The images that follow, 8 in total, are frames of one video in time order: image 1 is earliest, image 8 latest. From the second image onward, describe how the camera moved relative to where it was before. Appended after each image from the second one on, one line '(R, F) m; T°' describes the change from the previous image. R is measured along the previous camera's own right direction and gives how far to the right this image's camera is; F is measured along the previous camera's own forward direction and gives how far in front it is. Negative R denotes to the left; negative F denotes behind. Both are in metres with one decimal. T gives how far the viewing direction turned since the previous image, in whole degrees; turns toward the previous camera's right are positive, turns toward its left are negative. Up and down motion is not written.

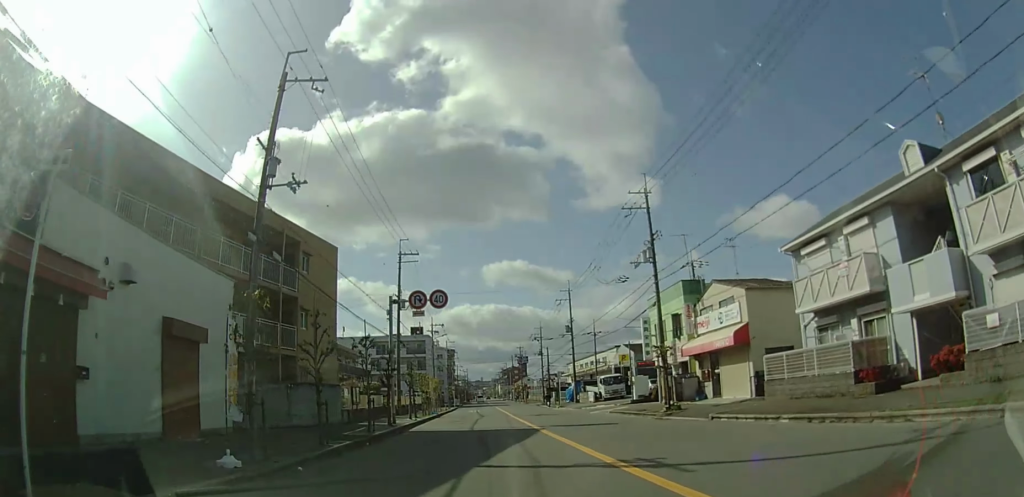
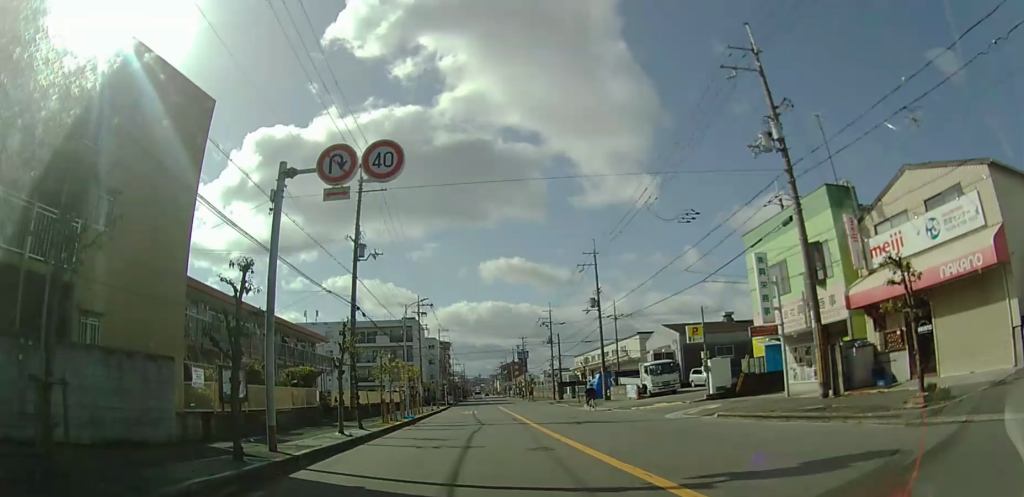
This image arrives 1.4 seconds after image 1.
(-0.4, +19.1) m; -1°
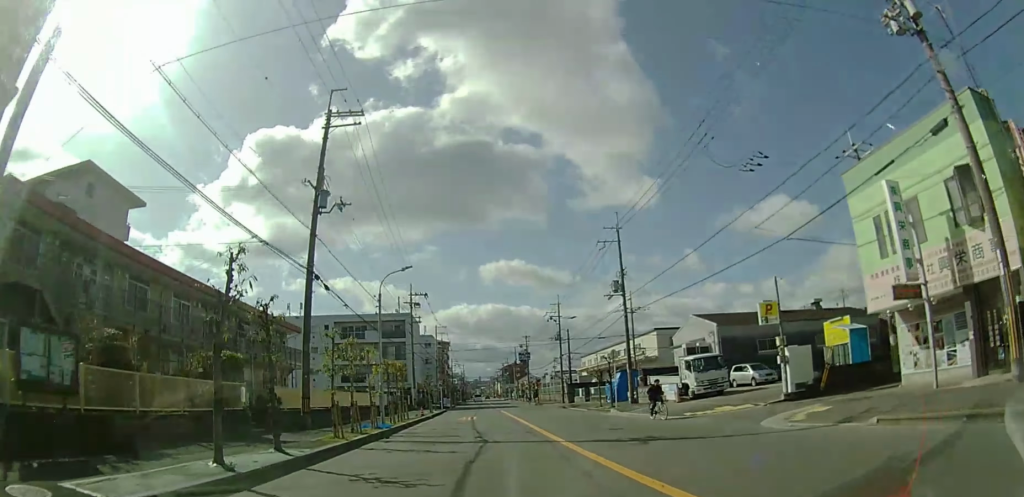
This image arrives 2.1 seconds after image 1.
(0.0, +9.8) m; +1°
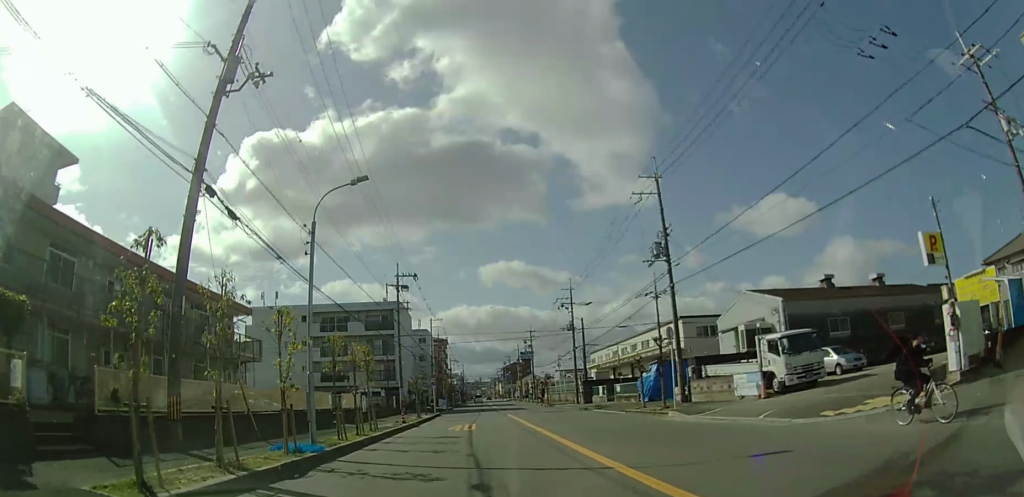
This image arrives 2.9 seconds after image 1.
(+0.2, +13.1) m; +1°
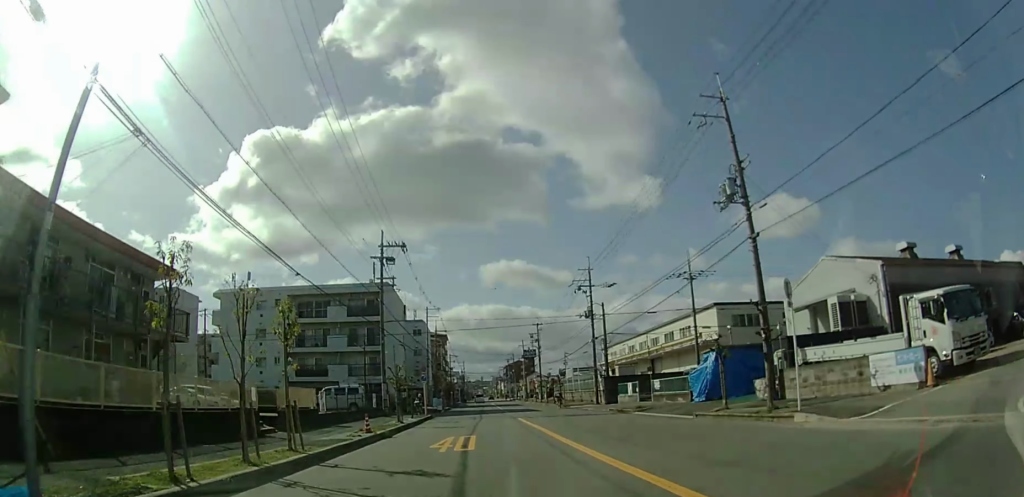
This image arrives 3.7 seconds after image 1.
(+0.1, +14.2) m; +1°
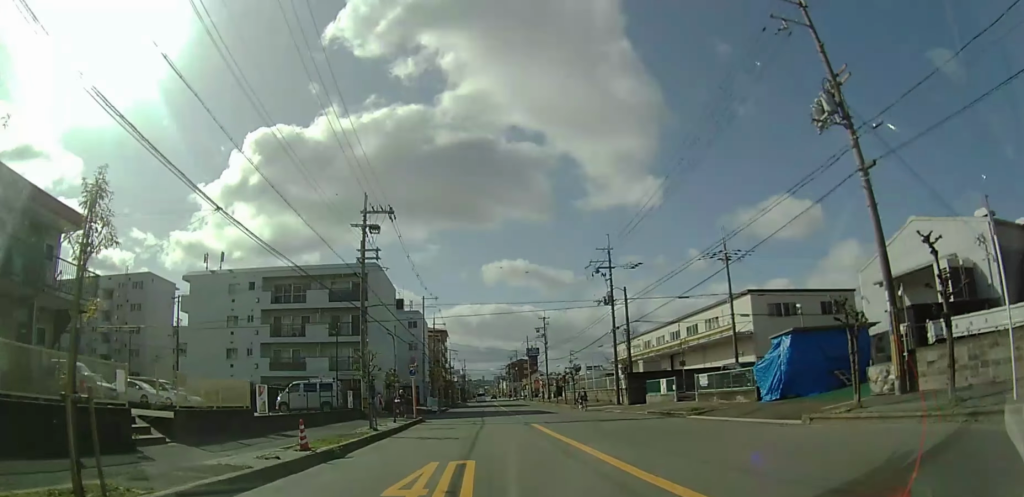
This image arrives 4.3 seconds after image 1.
(0.0, +12.5) m; 0°
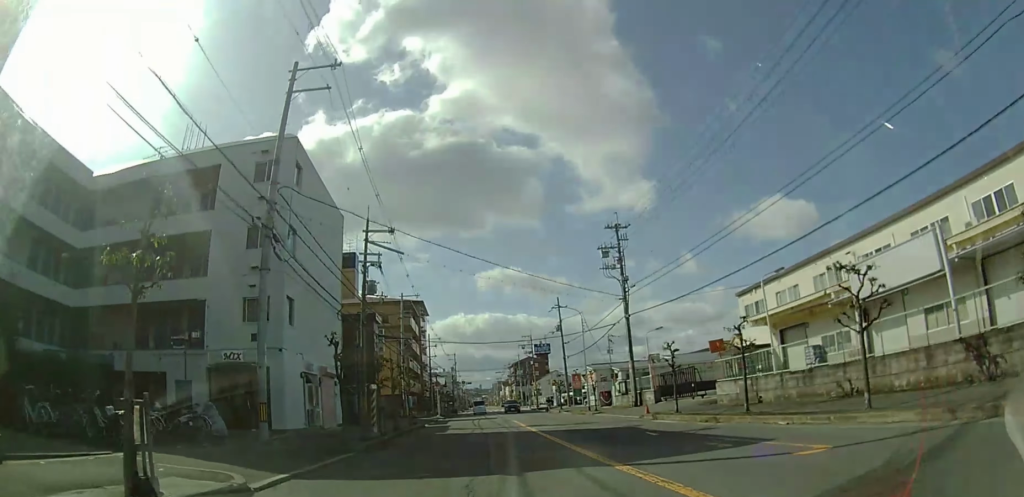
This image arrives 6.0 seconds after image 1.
(-0.1, +27.2) m; 0°
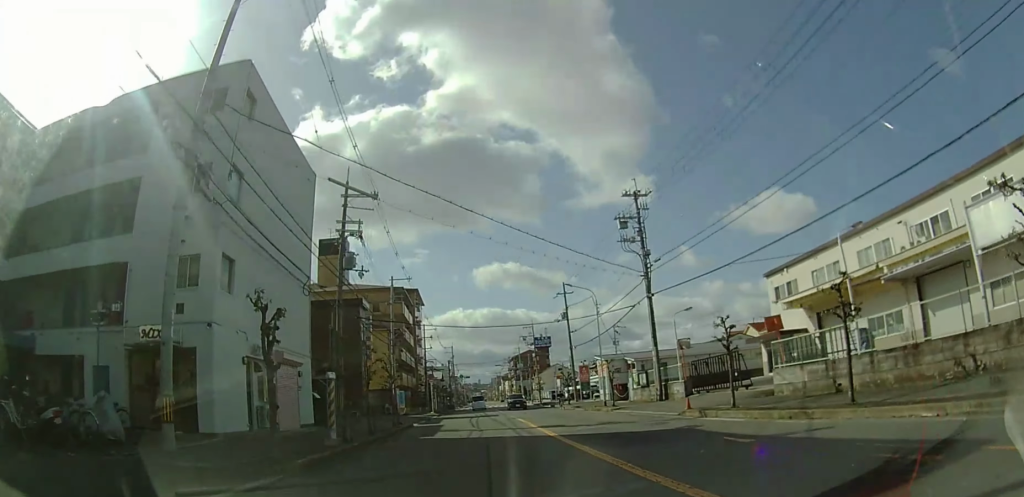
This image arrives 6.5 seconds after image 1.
(0.0, +7.1) m; 0°
